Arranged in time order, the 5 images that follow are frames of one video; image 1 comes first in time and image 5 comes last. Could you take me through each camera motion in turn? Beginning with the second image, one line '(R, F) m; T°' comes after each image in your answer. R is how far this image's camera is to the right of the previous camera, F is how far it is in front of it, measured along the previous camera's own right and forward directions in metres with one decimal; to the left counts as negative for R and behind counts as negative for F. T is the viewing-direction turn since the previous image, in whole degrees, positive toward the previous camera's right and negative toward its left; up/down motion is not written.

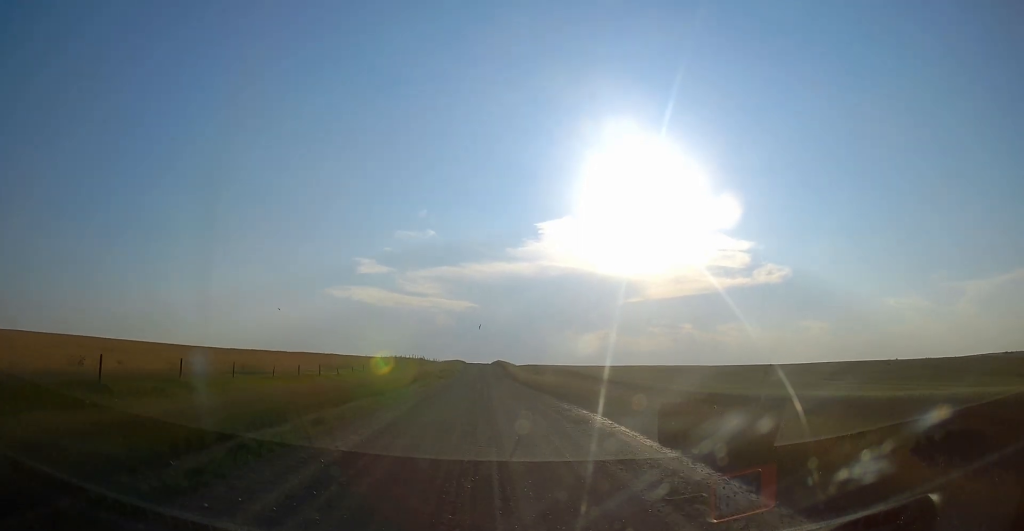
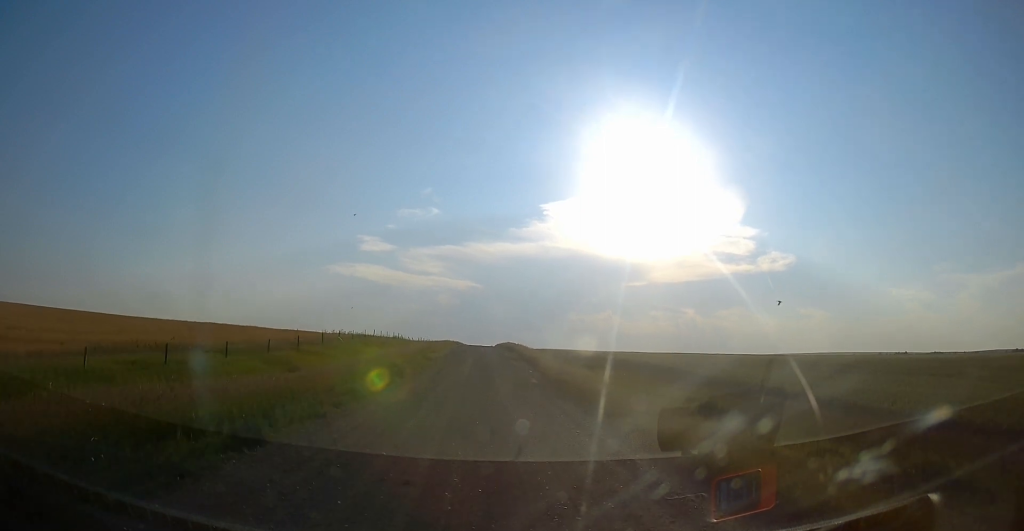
(0.0, +39.4) m; +2°
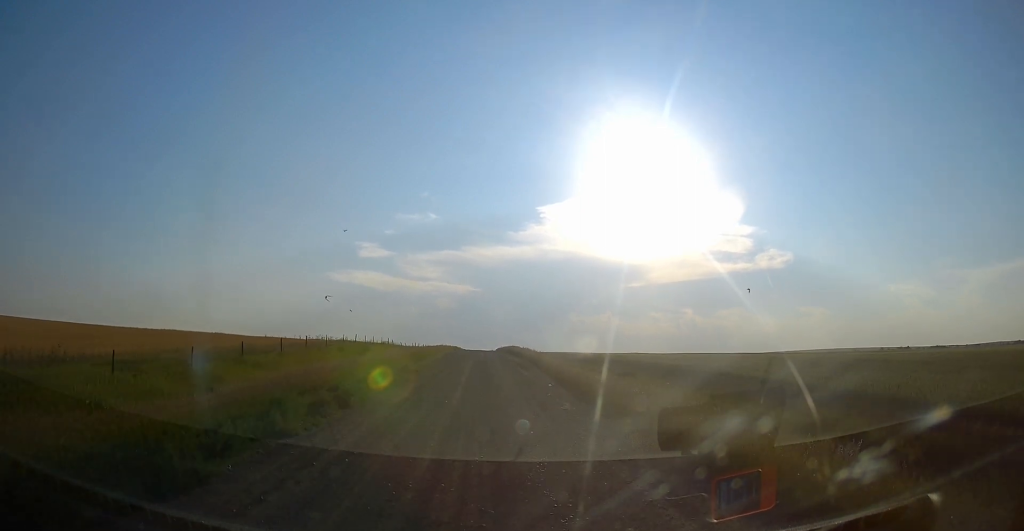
(+0.3, +9.3) m; 0°
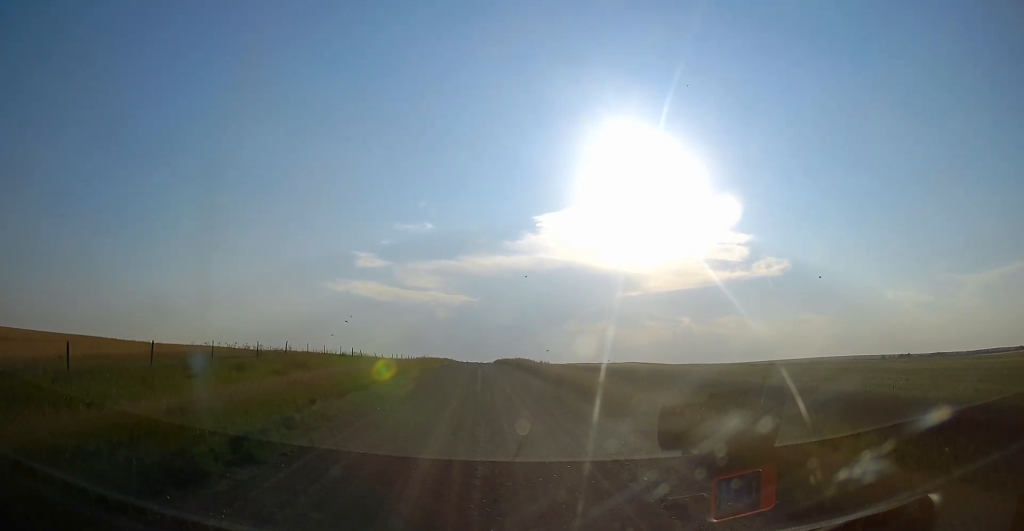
(-0.2, +19.8) m; -1°
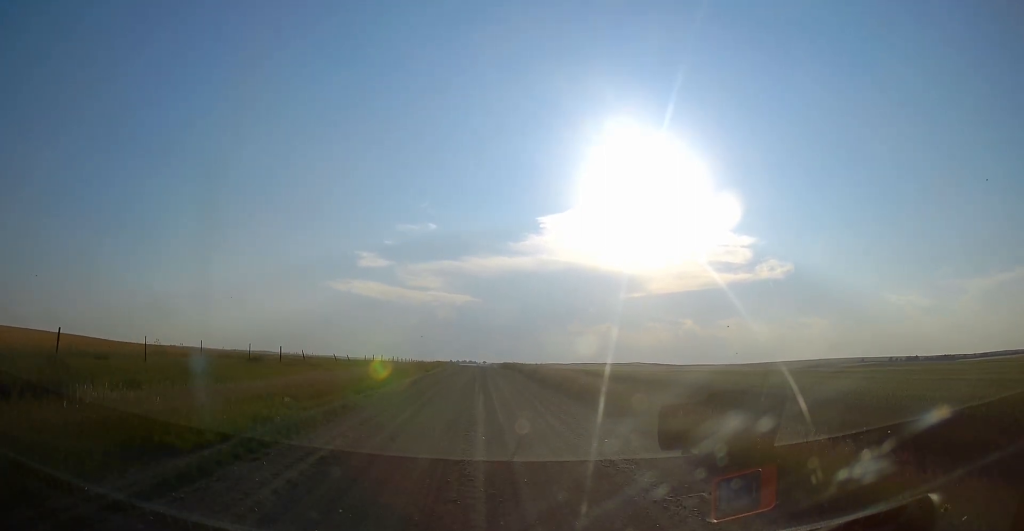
(-0.1, +22.3) m; 0°
